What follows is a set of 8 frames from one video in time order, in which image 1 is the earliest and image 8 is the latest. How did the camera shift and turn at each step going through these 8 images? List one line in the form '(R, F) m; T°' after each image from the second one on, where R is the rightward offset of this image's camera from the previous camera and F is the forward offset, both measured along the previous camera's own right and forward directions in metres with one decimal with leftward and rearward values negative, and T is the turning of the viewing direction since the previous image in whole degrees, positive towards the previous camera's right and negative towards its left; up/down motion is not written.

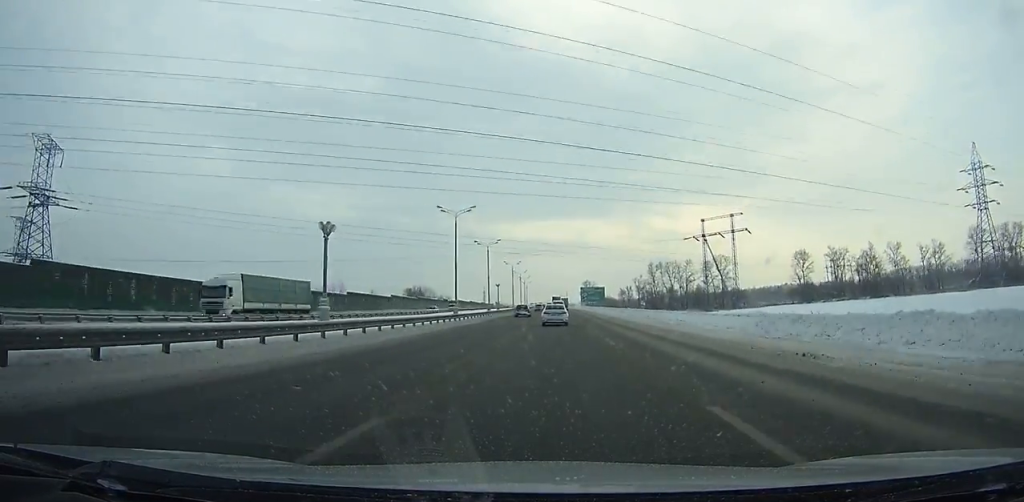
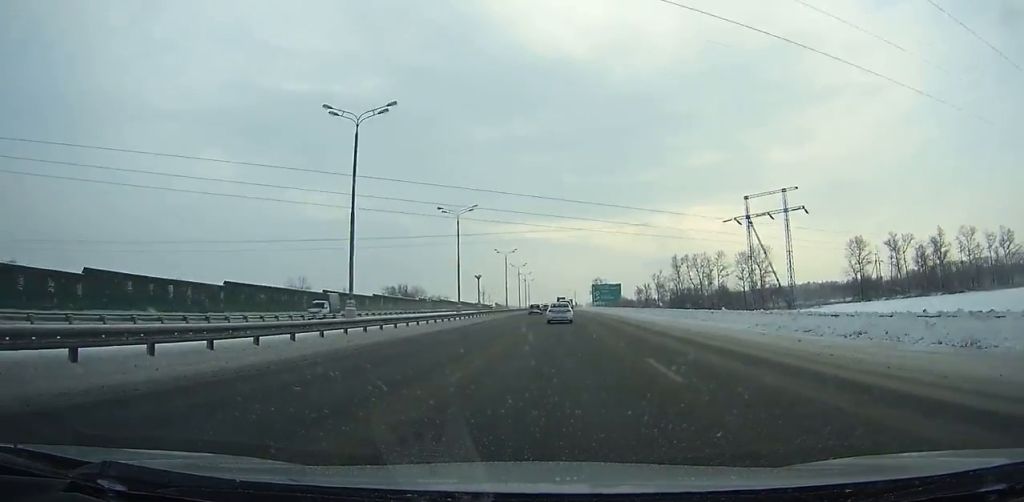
(0.0, +40.9) m; 0°
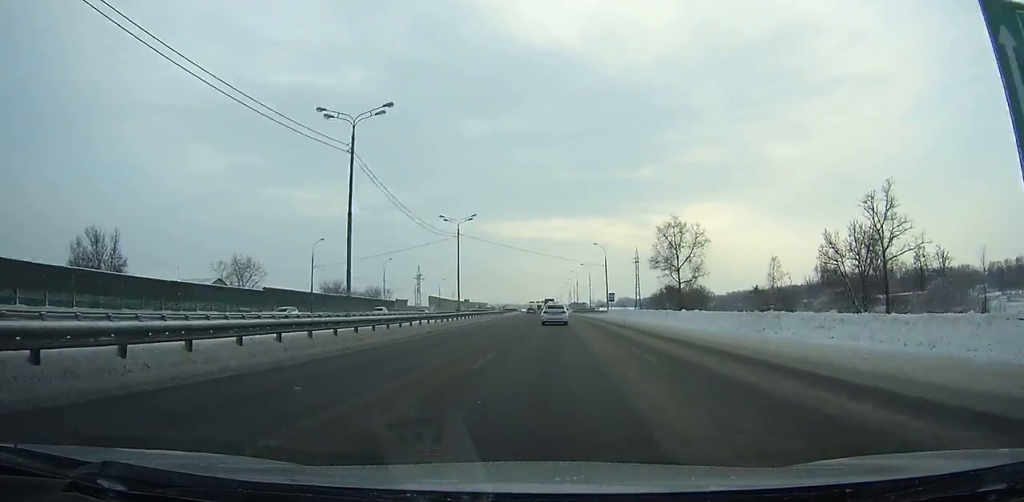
(-0.9, +186.4) m; -1°
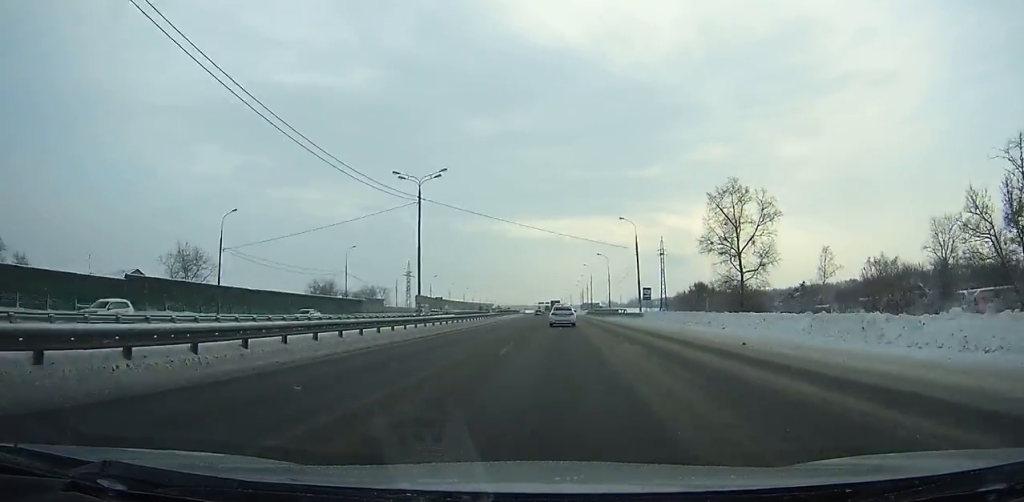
(+0.1, +28.5) m; 0°
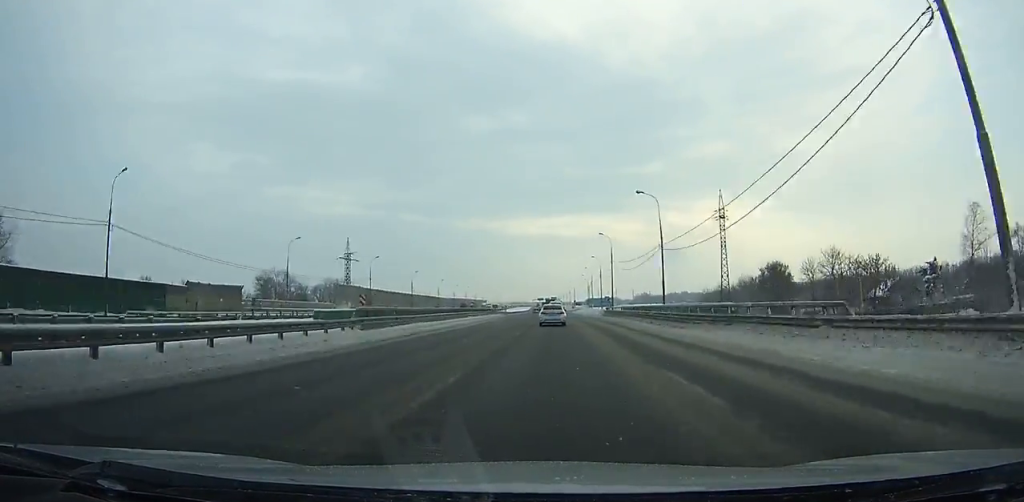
(-0.6, +56.1) m; -1°
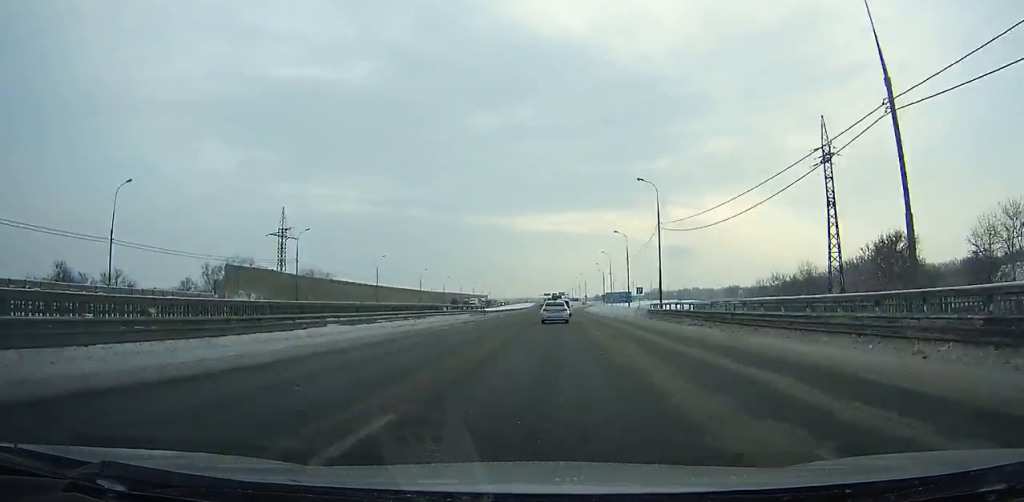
(-0.2, +37.0) m; 0°
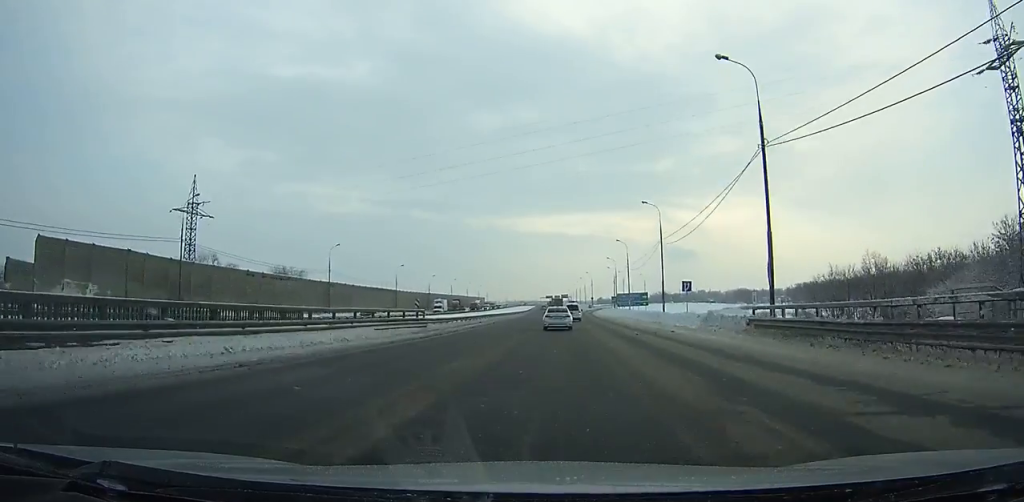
(-0.1, +27.7) m; 0°
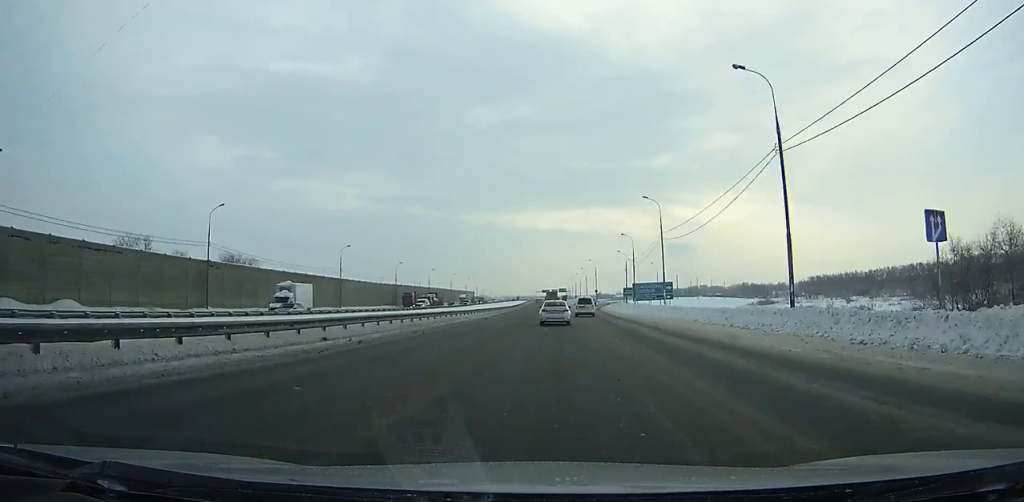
(0.0, +35.0) m; 0°
